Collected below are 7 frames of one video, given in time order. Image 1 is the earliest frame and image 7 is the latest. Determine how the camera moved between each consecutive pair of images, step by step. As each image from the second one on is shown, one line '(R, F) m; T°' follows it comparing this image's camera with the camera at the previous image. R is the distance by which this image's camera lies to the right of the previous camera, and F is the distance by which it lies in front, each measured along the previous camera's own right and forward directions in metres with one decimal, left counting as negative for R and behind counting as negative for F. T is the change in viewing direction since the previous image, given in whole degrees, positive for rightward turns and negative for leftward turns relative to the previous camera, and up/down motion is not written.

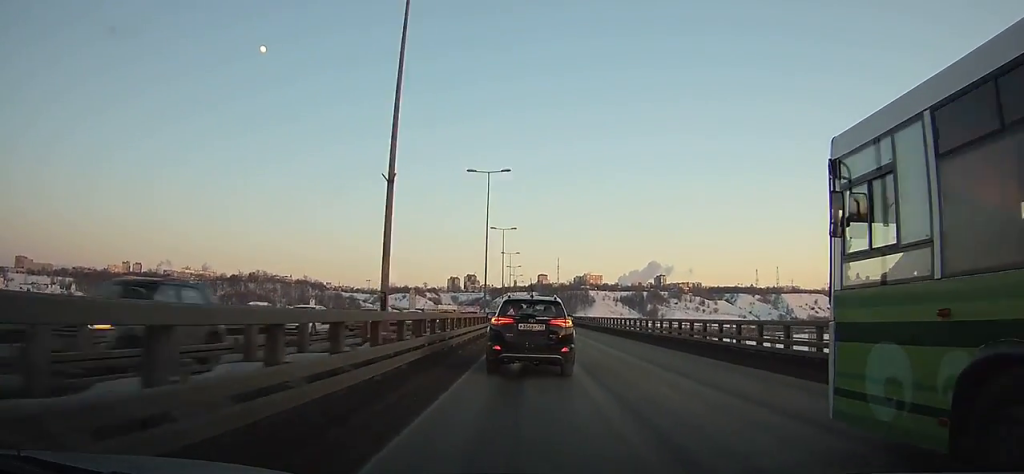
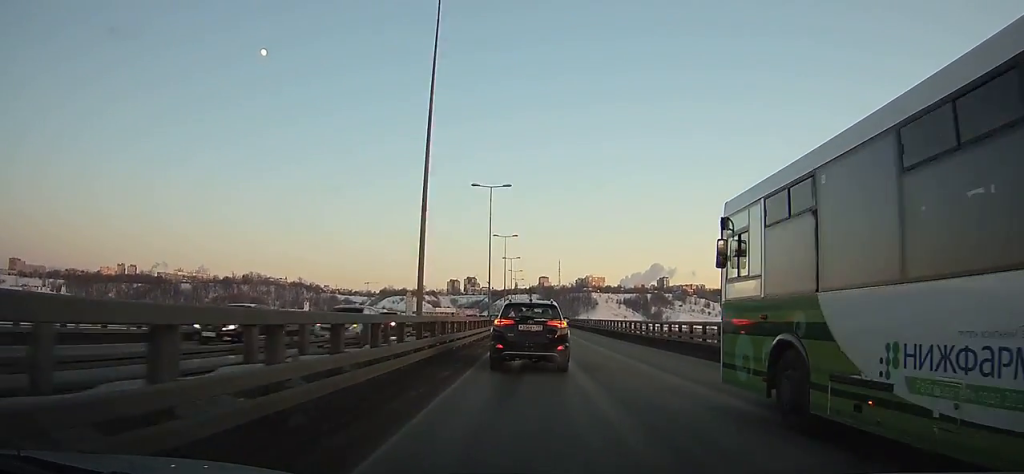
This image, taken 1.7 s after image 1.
(-0.1, +27.1) m; 0°
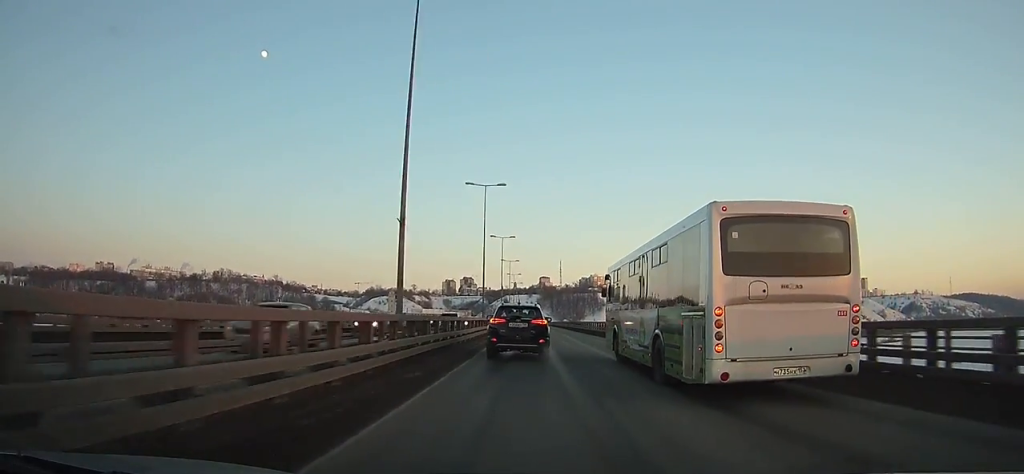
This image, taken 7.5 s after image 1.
(+0.5, +93.2) m; 0°
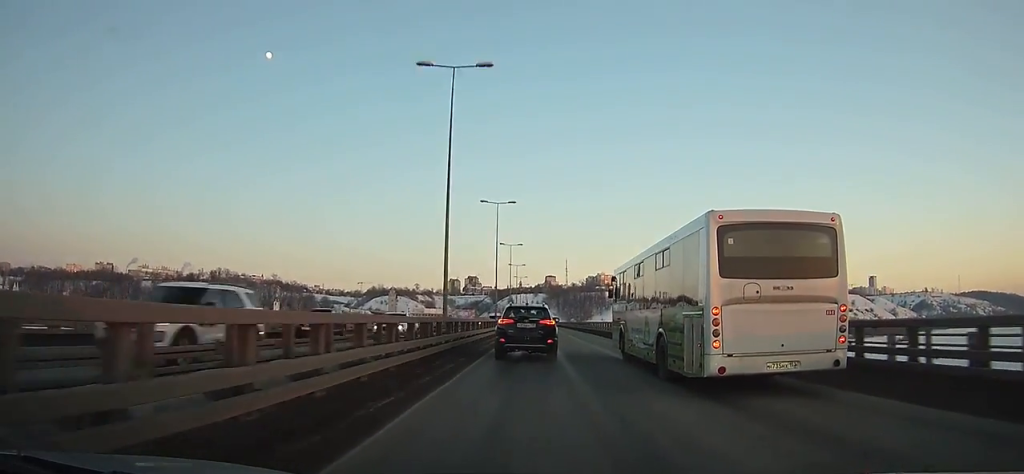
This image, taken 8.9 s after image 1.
(-0.1, +23.1) m; 0°
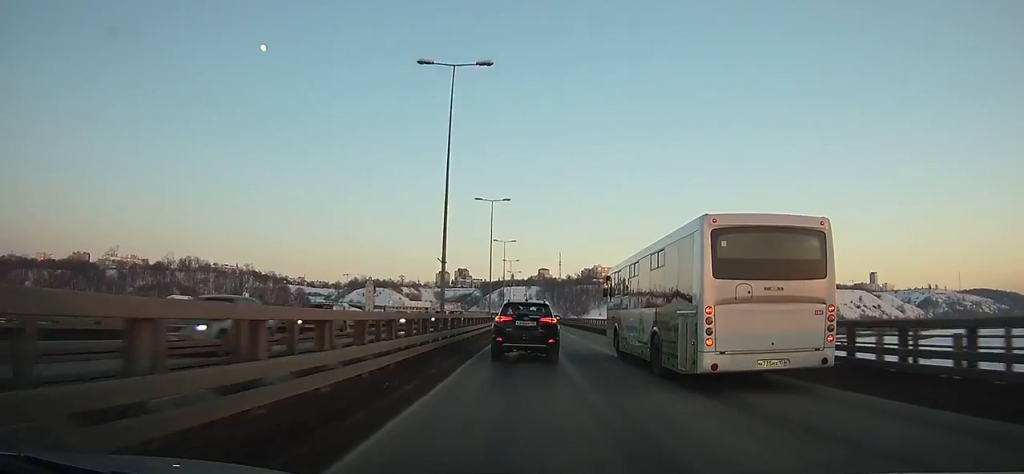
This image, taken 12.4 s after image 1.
(-0.1, +58.6) m; 0°
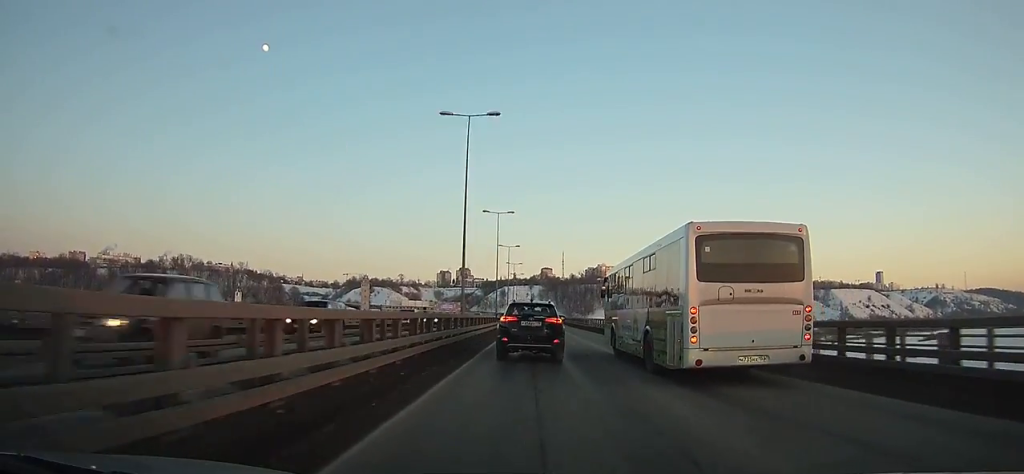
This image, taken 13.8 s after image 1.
(0.0, +23.6) m; 0°
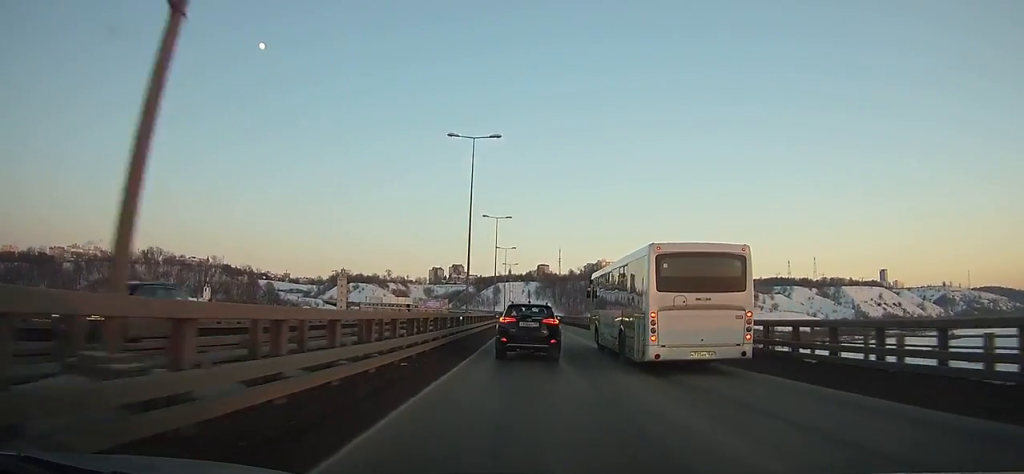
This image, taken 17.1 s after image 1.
(-0.2, +56.3) m; 0°
